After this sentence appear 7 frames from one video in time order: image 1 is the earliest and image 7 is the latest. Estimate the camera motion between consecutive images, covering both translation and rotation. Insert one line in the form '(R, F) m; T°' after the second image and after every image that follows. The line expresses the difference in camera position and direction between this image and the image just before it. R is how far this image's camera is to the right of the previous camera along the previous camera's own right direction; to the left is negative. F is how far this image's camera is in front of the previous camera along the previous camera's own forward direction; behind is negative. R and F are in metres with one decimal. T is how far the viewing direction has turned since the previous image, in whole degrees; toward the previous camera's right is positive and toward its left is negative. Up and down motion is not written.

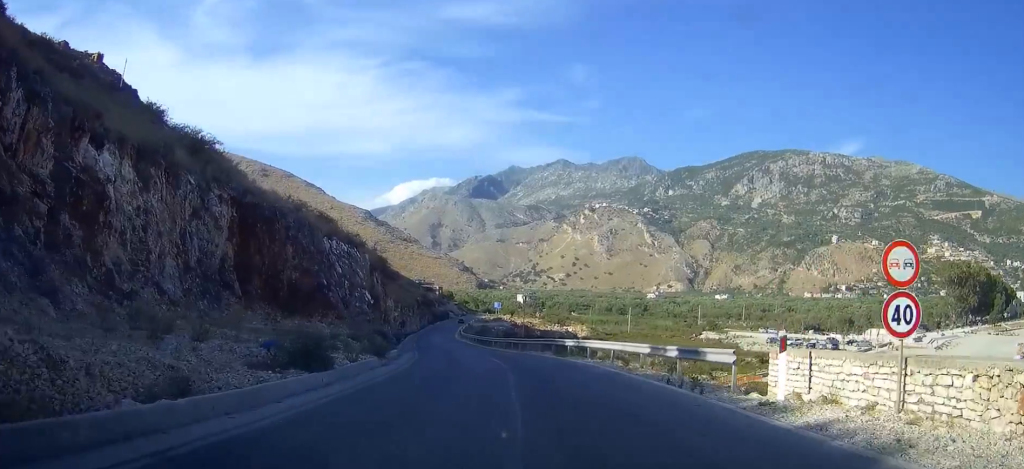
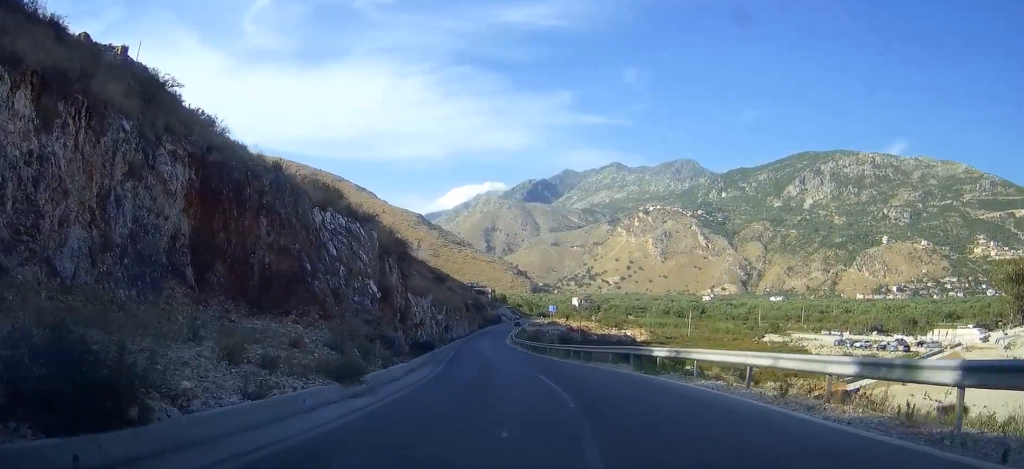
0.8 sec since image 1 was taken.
(-0.5, +10.6) m; -4°
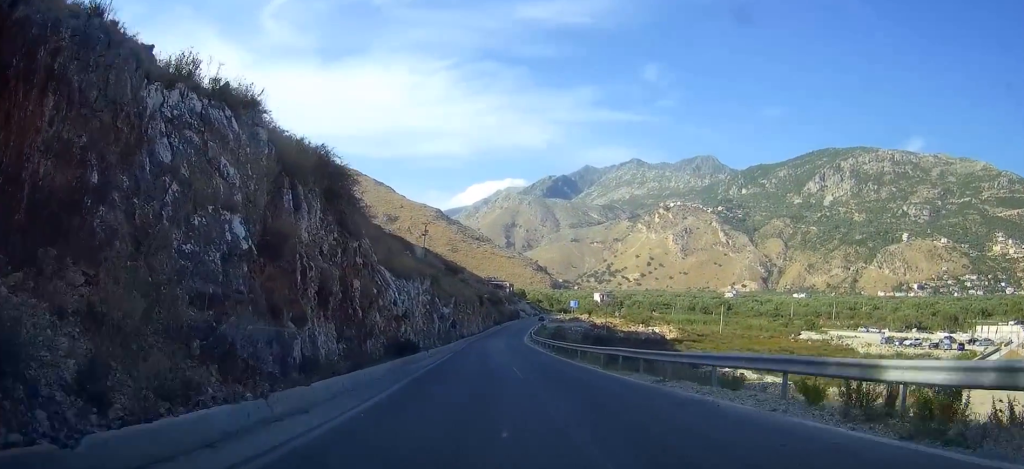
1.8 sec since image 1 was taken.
(-0.5, +14.5) m; -3°
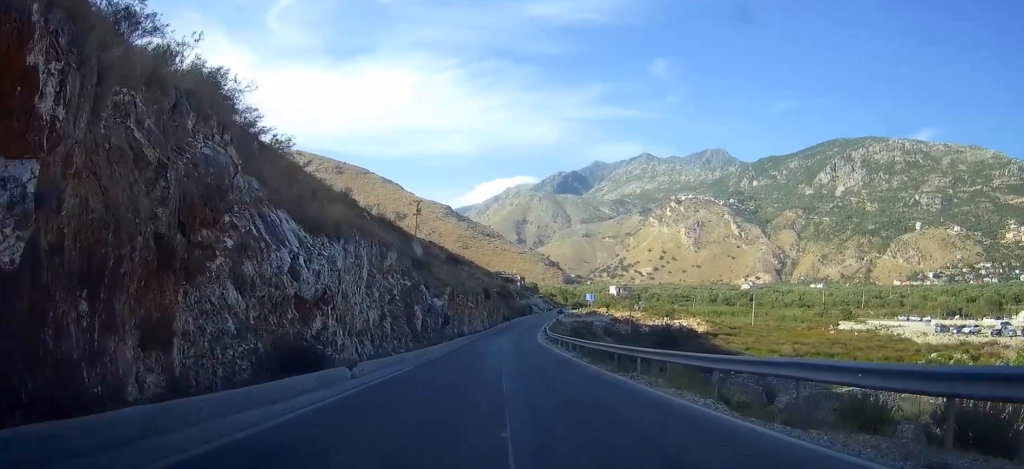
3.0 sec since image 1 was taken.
(-0.3, +17.7) m; -2°
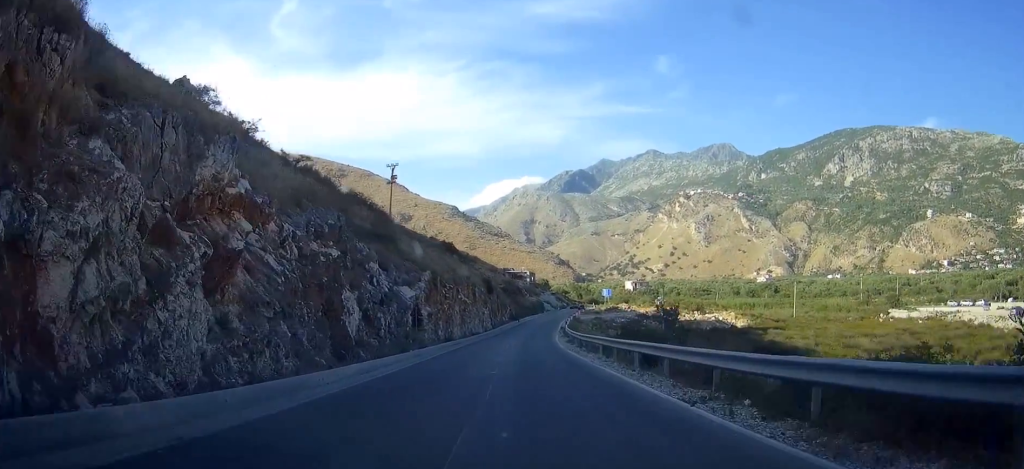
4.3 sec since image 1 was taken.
(-0.3, +21.6) m; -1°
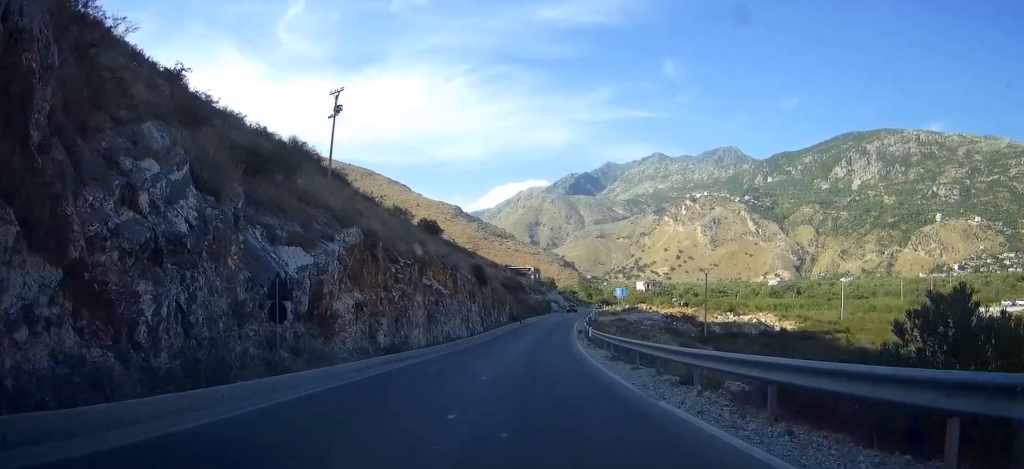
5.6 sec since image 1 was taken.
(-0.1, +23.1) m; 0°
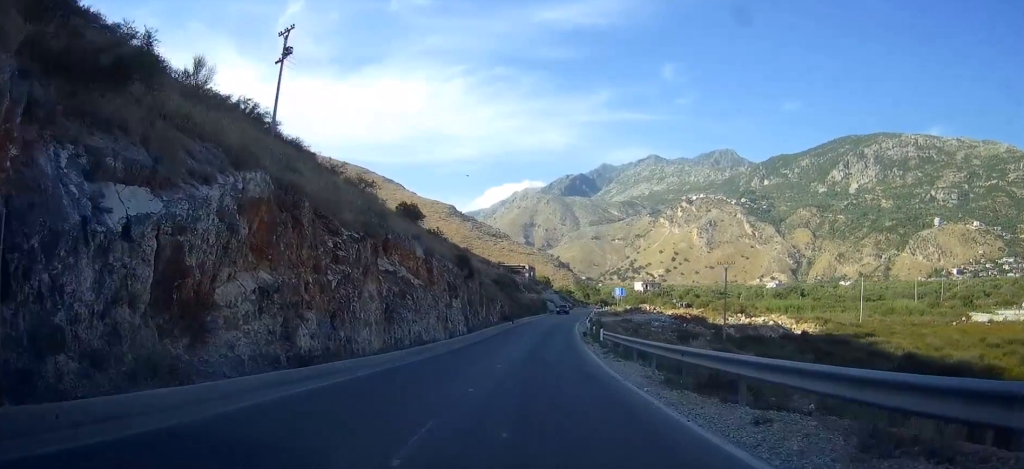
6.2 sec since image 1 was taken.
(0.0, +10.4) m; 0°
